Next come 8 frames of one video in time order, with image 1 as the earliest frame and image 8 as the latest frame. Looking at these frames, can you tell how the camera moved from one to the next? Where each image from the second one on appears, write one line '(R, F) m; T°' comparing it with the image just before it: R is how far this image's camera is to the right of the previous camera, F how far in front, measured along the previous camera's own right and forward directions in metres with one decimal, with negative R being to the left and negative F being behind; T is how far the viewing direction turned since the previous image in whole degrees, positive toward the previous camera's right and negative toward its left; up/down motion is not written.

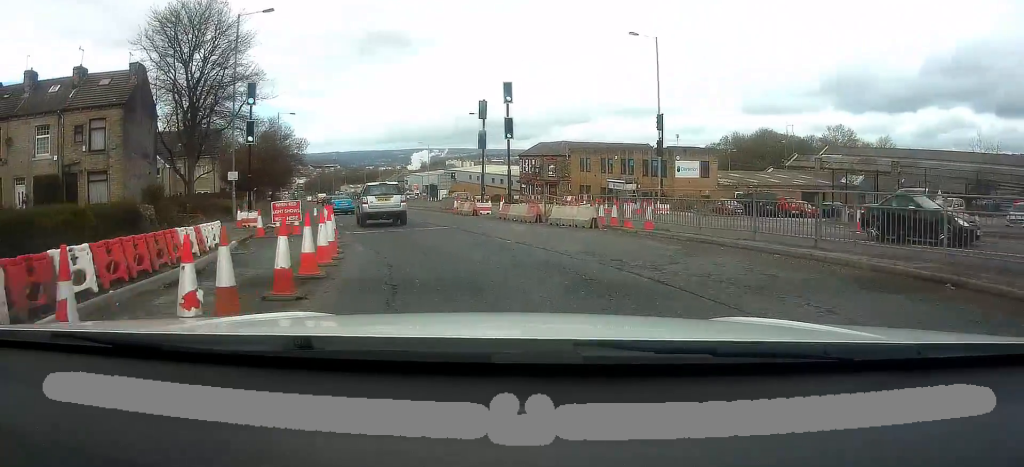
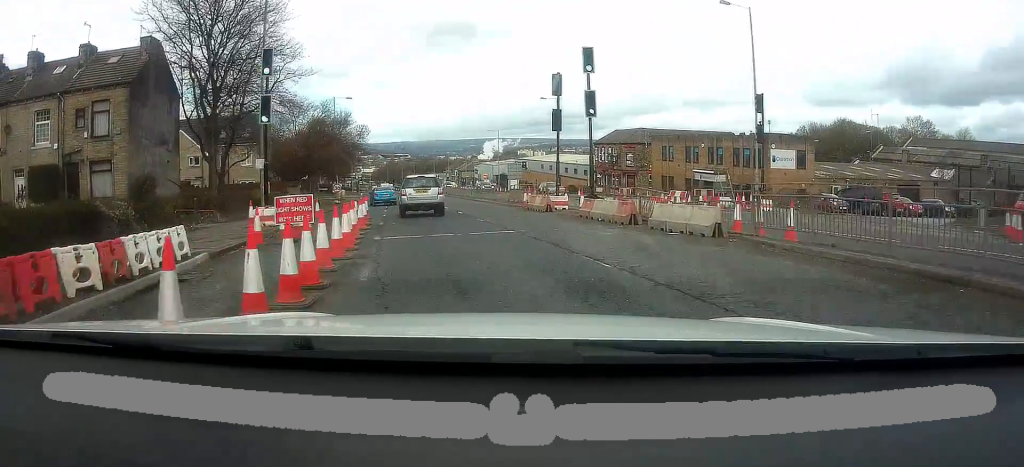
(-0.3, +5.2) m; -6°
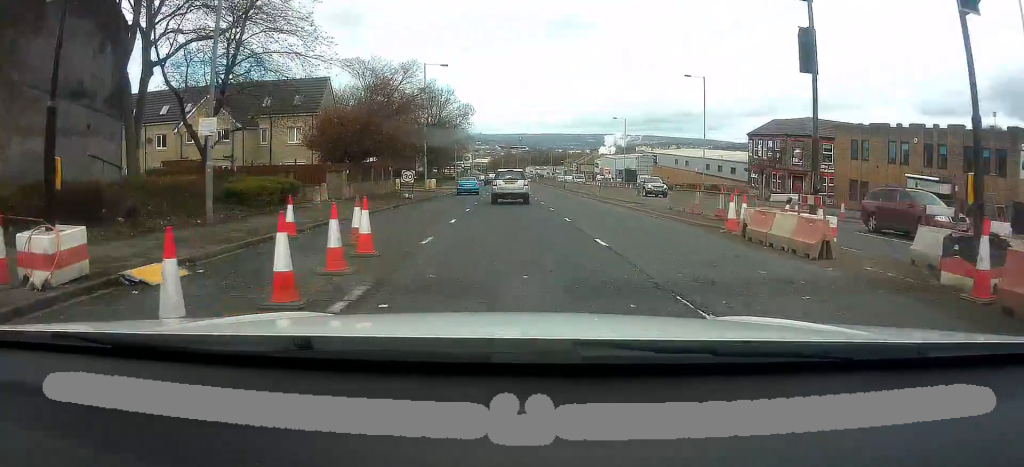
(-2.1, +14.2) m; -15°
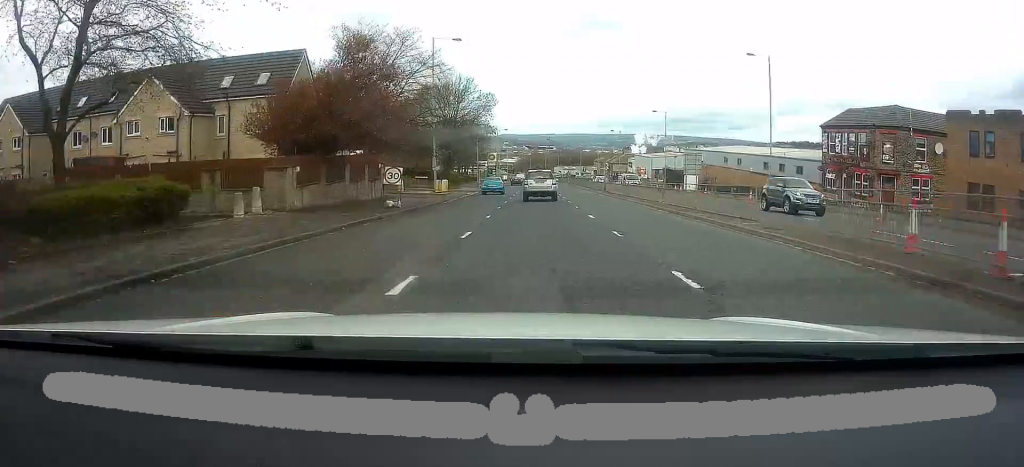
(-0.6, +10.0) m; -4°
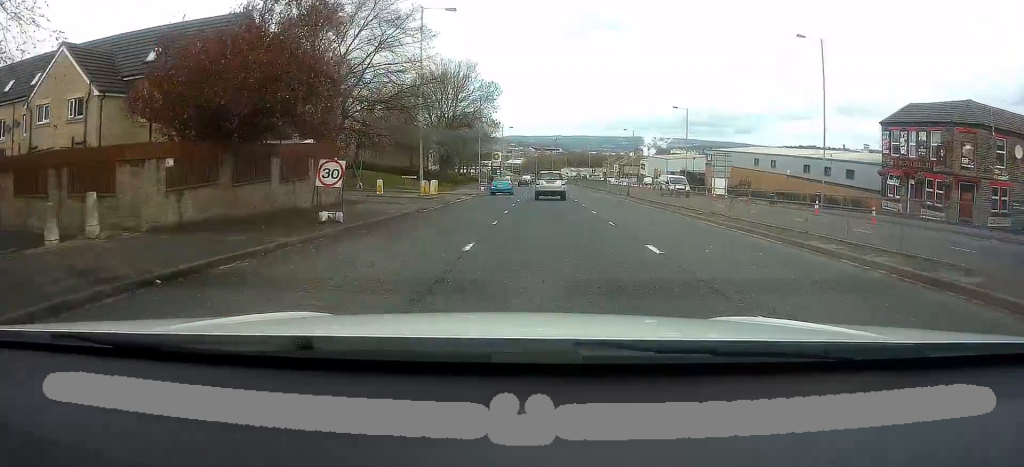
(-0.2, +8.3) m; -1°
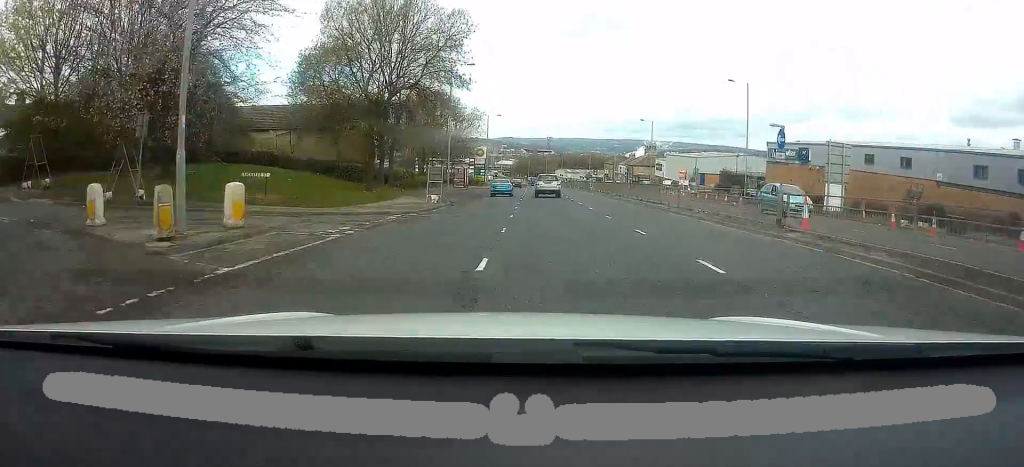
(-0.3, +25.3) m; 0°
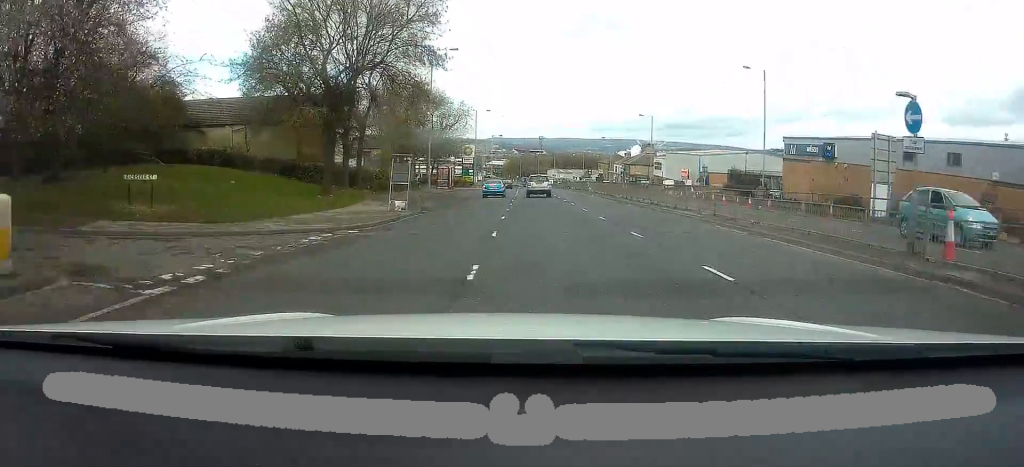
(+0.1, +6.4) m; +1°
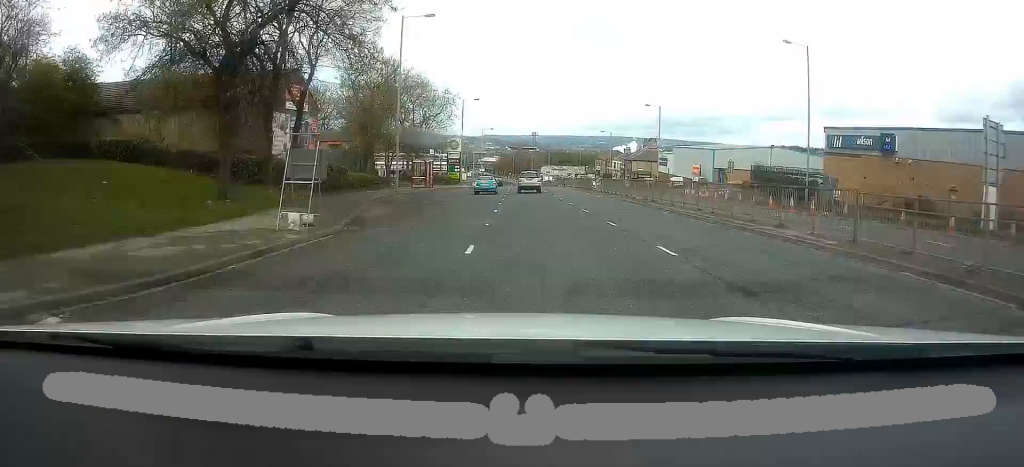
(+0.1, +10.0) m; +1°
